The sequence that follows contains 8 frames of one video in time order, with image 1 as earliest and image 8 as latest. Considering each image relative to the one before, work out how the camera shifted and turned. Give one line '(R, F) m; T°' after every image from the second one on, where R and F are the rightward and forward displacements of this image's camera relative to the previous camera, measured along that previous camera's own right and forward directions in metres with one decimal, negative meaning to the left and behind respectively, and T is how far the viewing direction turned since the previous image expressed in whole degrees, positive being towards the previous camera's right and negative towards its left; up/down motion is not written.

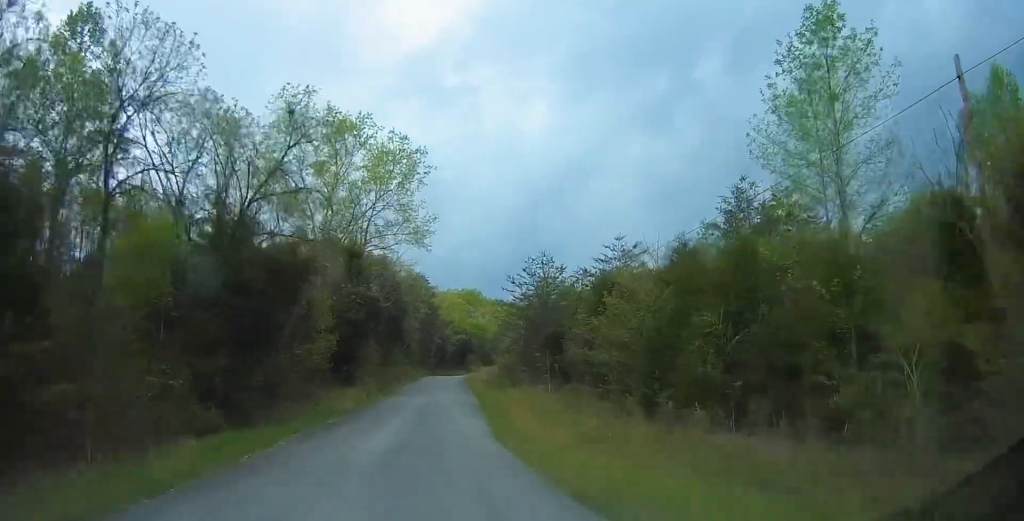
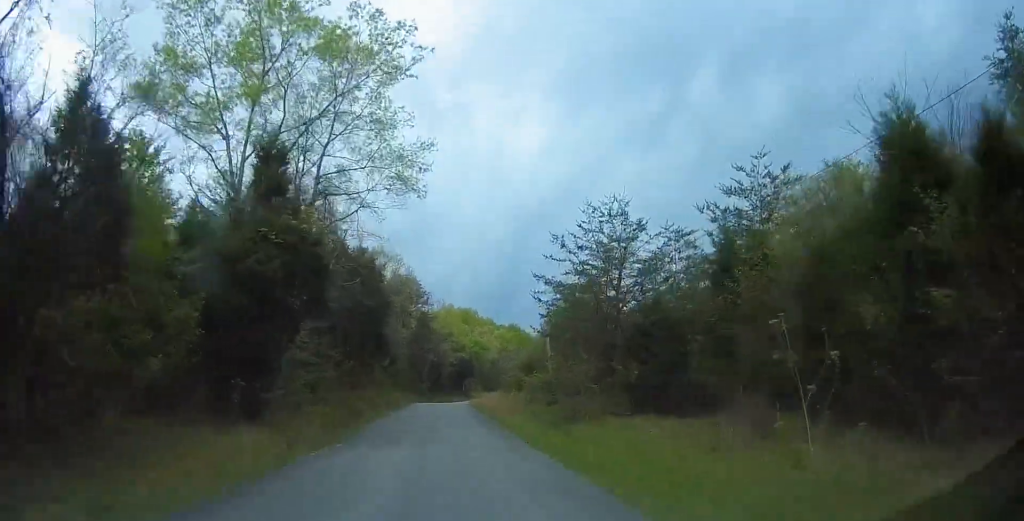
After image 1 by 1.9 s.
(0.0, +20.5) m; +2°
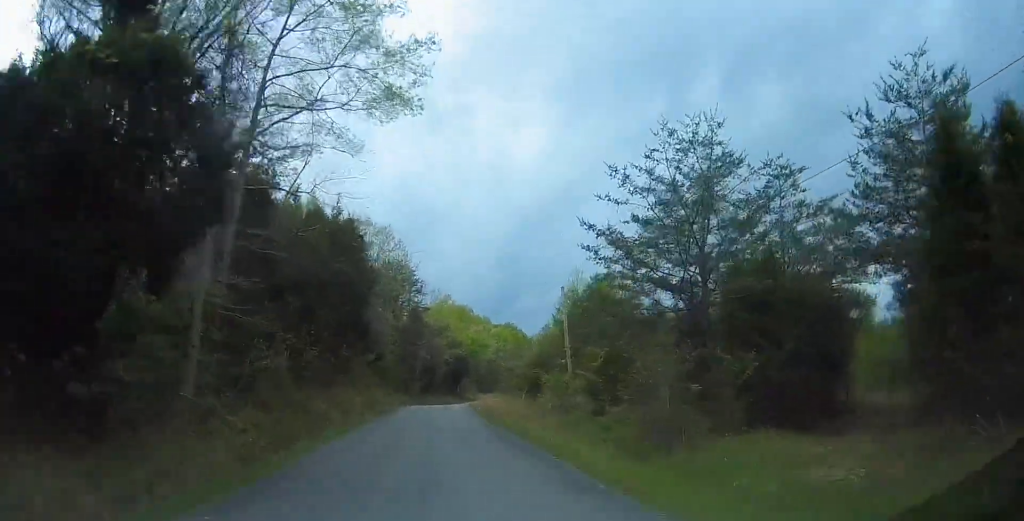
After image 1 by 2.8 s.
(+0.3, +10.1) m; 0°
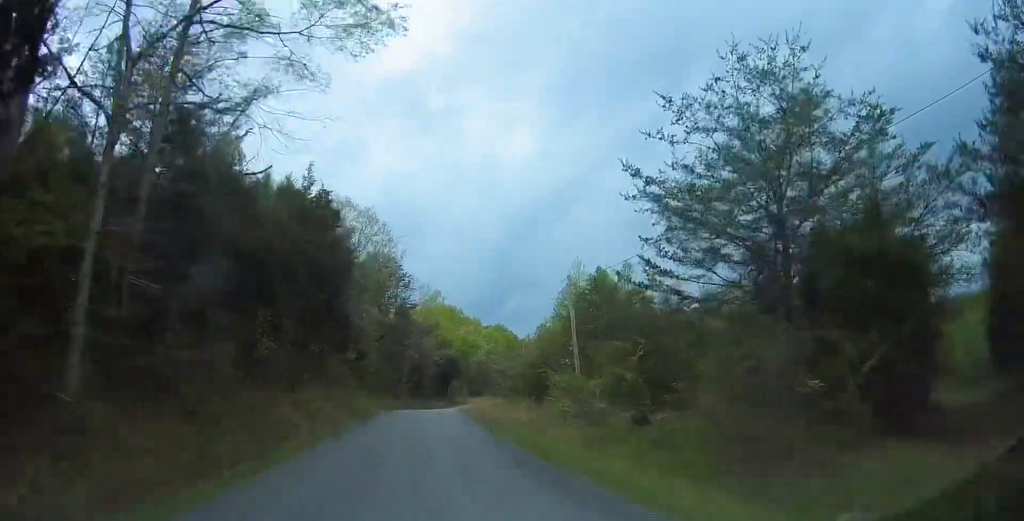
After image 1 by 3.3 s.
(0.0, +5.7) m; -1°
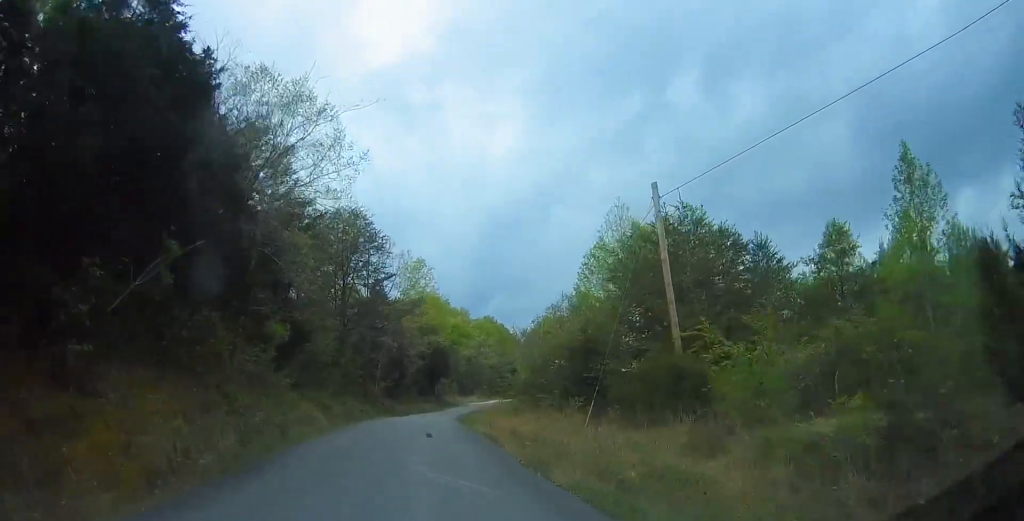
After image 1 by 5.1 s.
(-0.7, +18.6) m; +1°
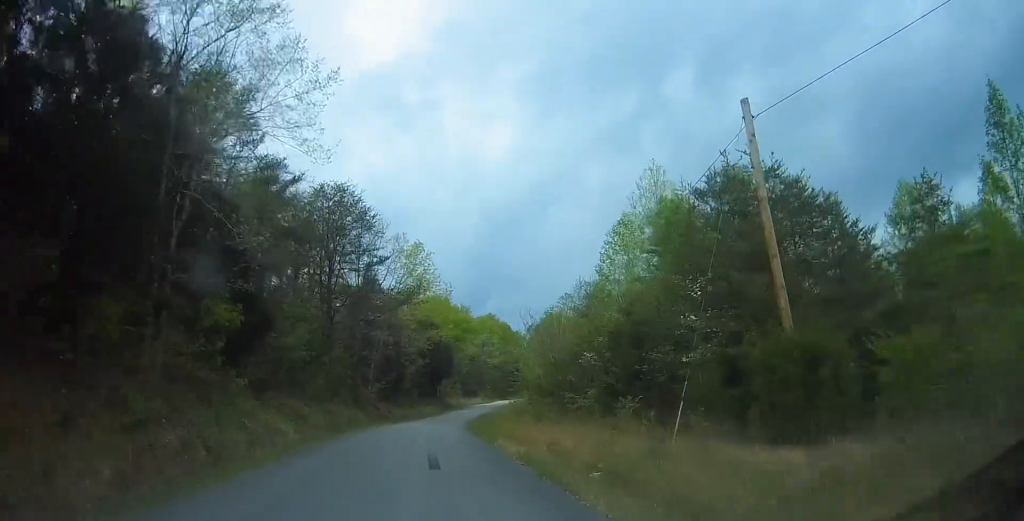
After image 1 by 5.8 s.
(+0.4, +7.3) m; +2°
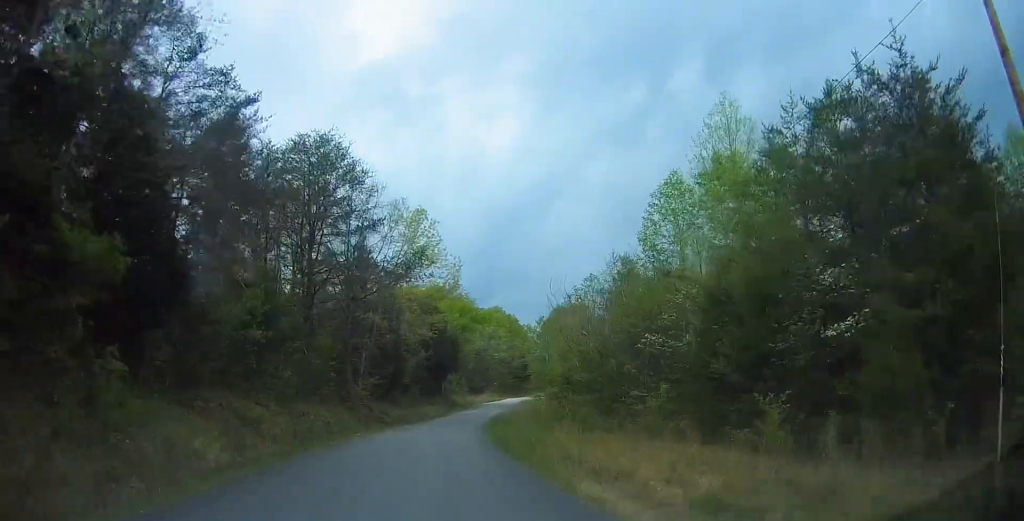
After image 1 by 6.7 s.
(+0.1, +8.9) m; -1°
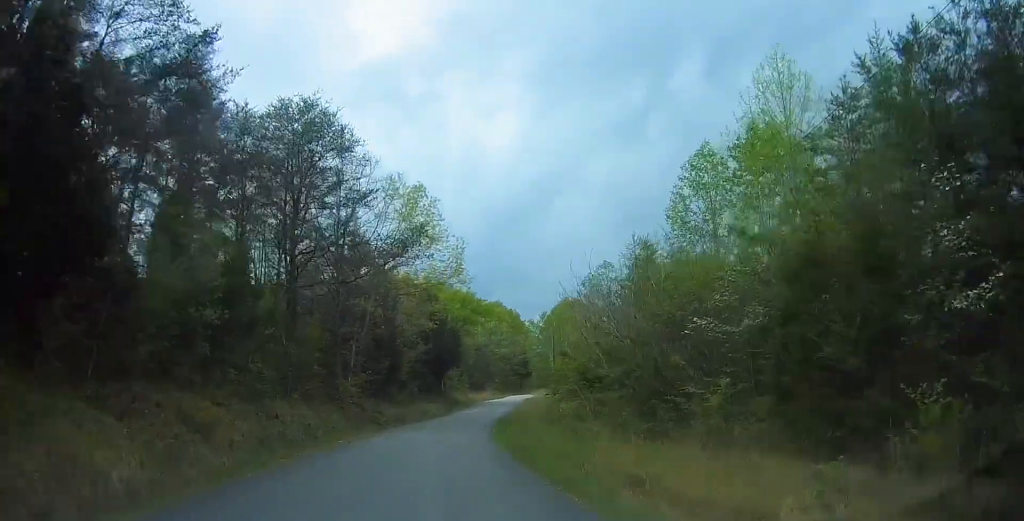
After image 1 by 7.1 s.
(+0.1, +4.8) m; -2°
